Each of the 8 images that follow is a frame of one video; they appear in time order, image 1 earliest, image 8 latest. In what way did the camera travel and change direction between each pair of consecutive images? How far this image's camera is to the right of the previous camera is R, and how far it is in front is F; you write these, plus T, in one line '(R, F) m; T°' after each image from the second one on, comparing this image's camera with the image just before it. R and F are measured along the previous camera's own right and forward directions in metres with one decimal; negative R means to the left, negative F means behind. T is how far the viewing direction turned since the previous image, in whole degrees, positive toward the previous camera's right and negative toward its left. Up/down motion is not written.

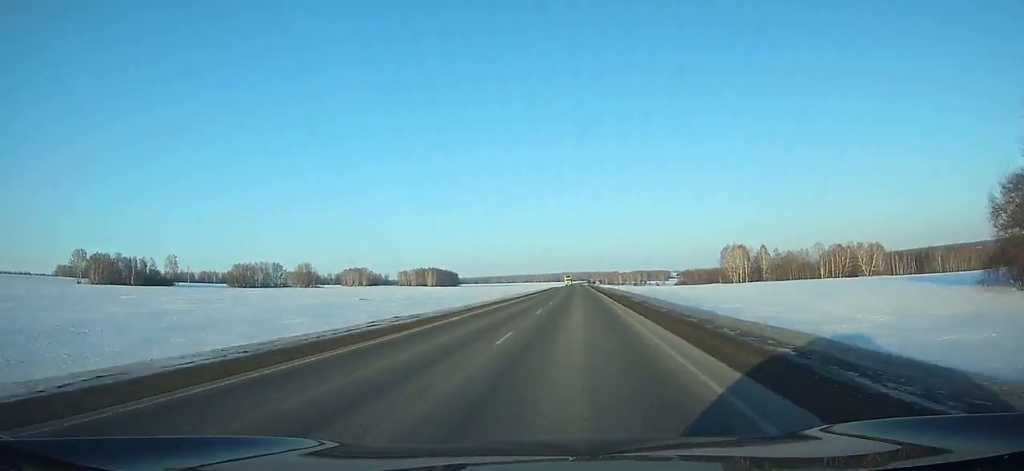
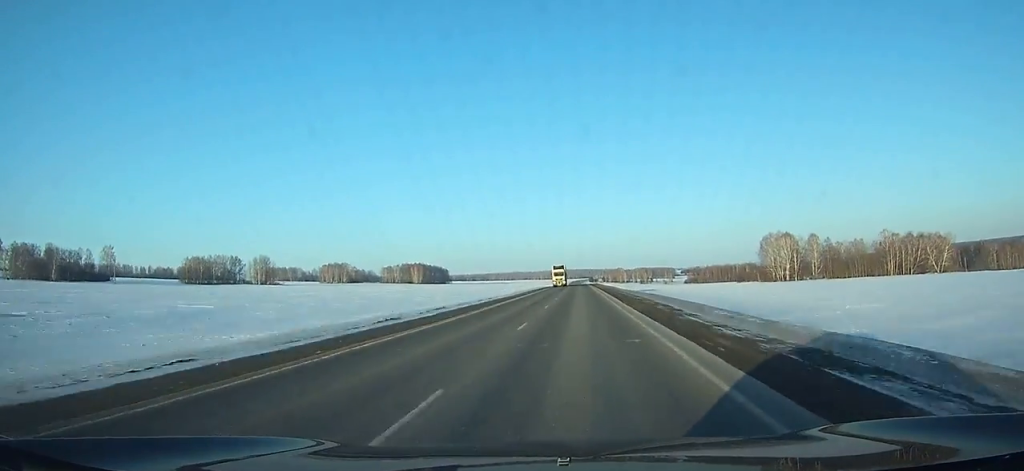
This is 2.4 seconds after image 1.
(-0.1, +68.4) m; 0°
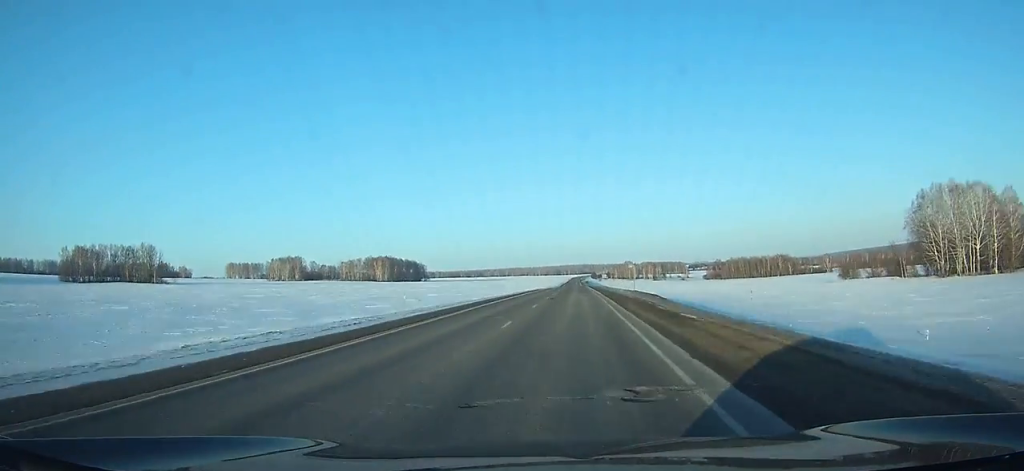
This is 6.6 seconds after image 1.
(0.0, +120.6) m; -1°
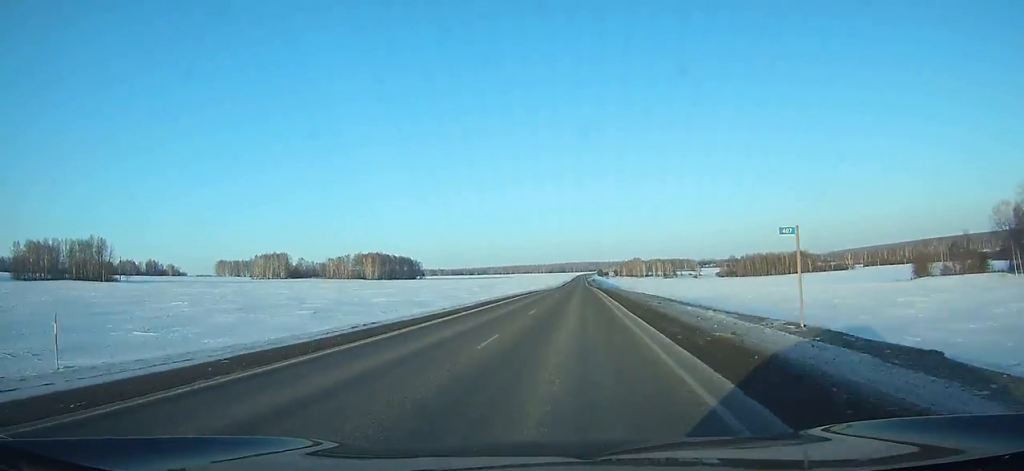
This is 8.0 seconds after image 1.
(-0.2, +40.5) m; 0°
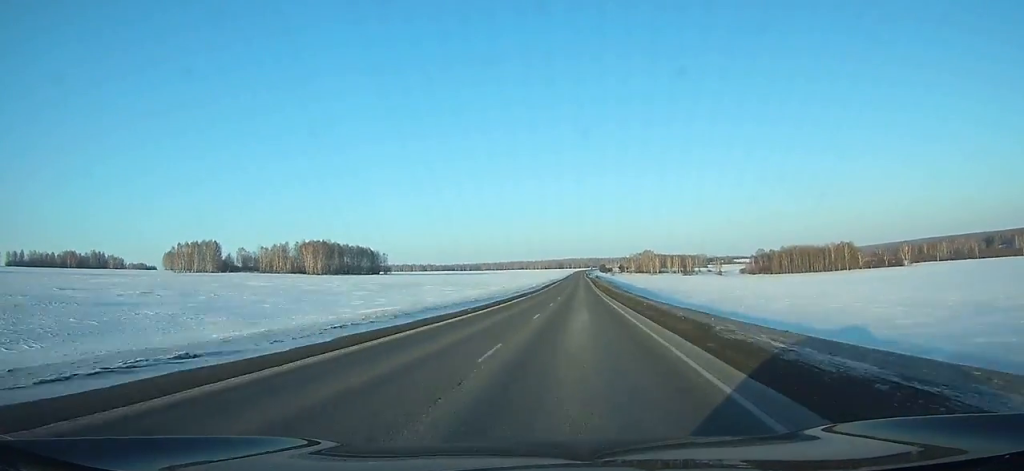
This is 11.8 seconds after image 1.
(-0.3, +110.8) m; 0°
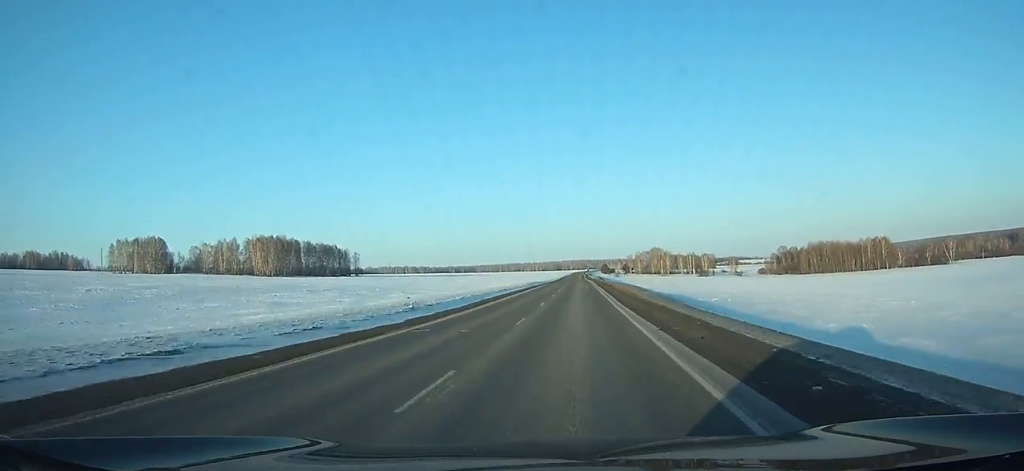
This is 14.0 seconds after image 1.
(+0.1, +64.9) m; 0°
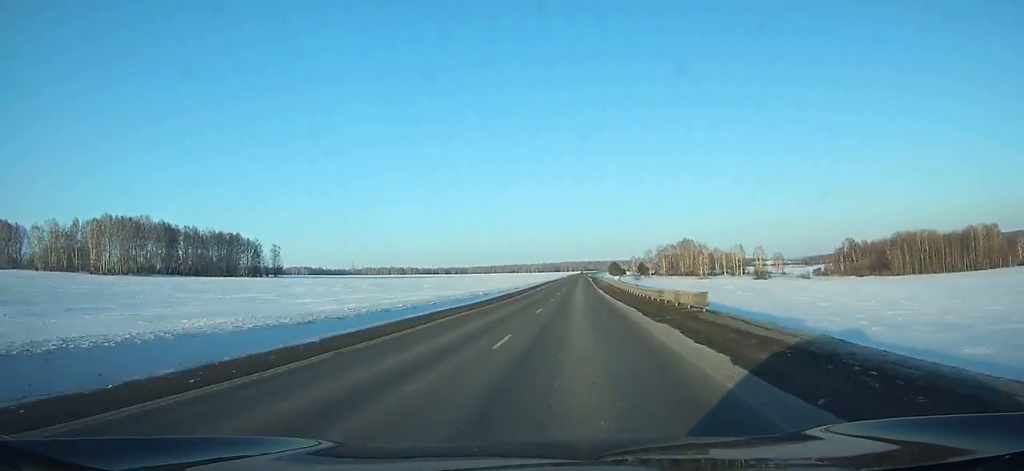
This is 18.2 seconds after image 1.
(-0.2, +125.5) m; 0°
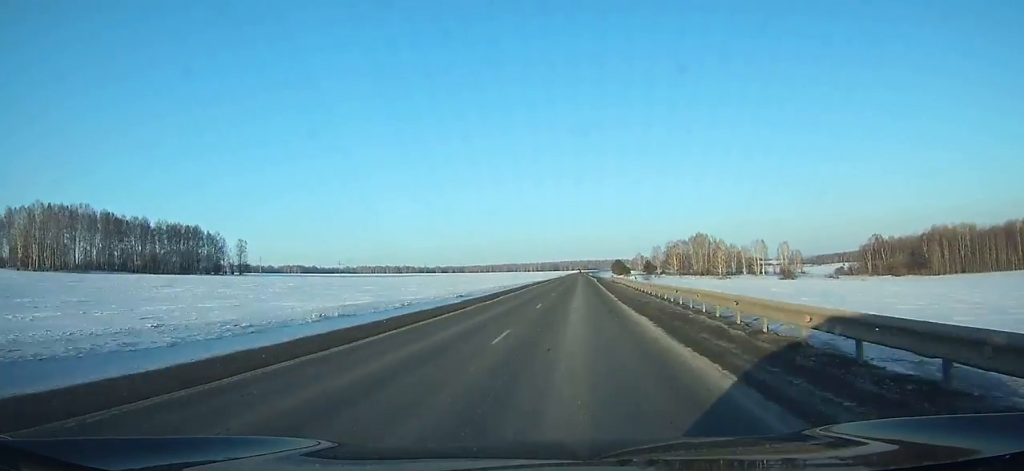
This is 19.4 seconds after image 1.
(0.0, +36.0) m; 0°
